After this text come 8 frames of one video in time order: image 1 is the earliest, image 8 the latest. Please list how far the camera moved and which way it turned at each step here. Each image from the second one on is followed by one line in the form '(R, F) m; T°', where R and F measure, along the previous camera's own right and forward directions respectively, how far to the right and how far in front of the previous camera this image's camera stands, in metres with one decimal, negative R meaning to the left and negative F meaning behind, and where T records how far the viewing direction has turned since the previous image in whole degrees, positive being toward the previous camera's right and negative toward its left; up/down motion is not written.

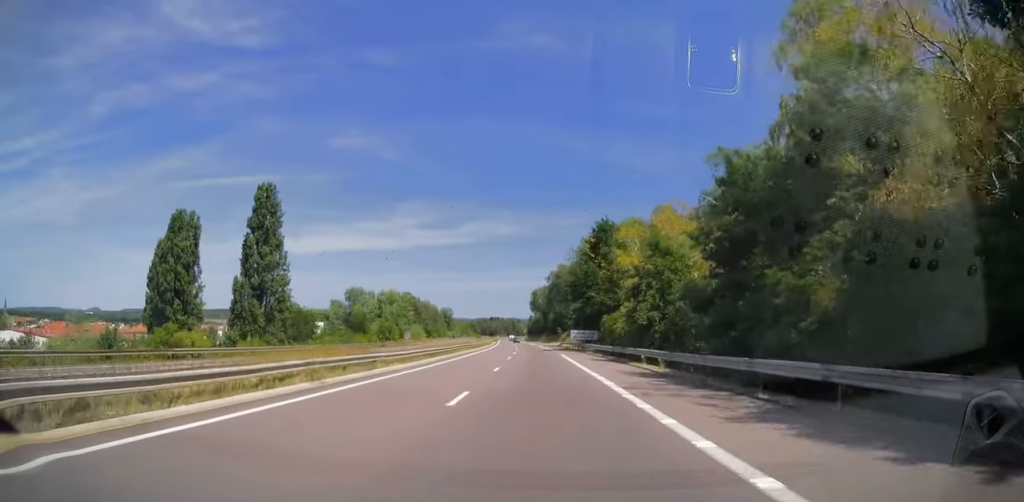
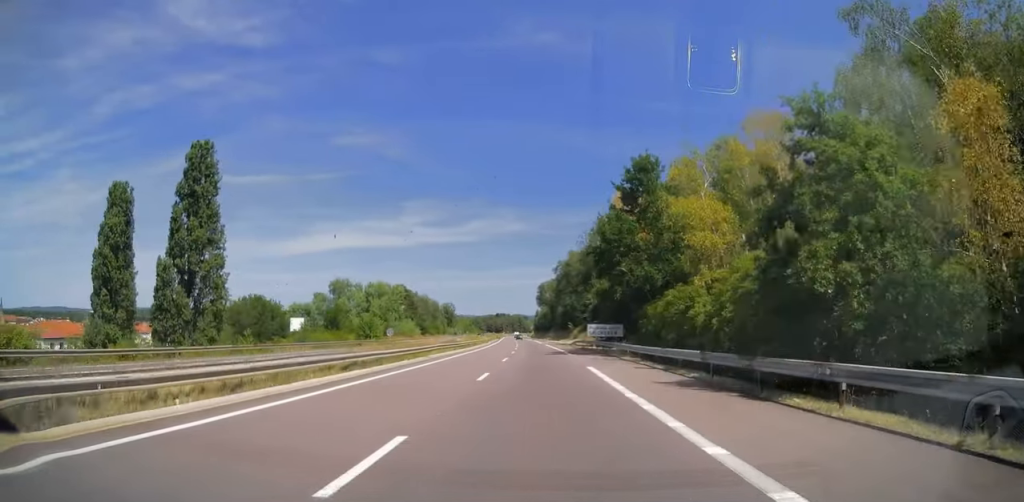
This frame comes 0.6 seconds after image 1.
(0.0, +20.1) m; -1°
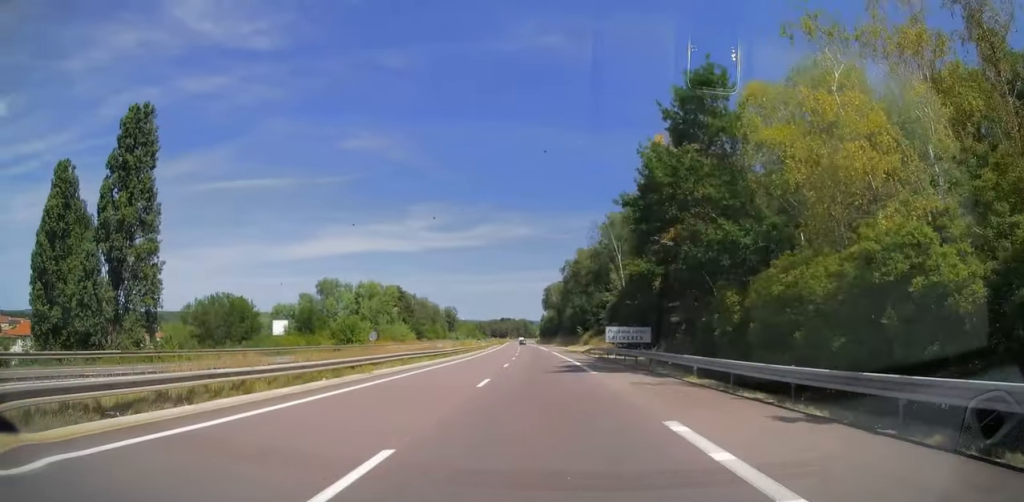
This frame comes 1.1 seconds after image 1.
(-0.1, +13.9) m; -1°
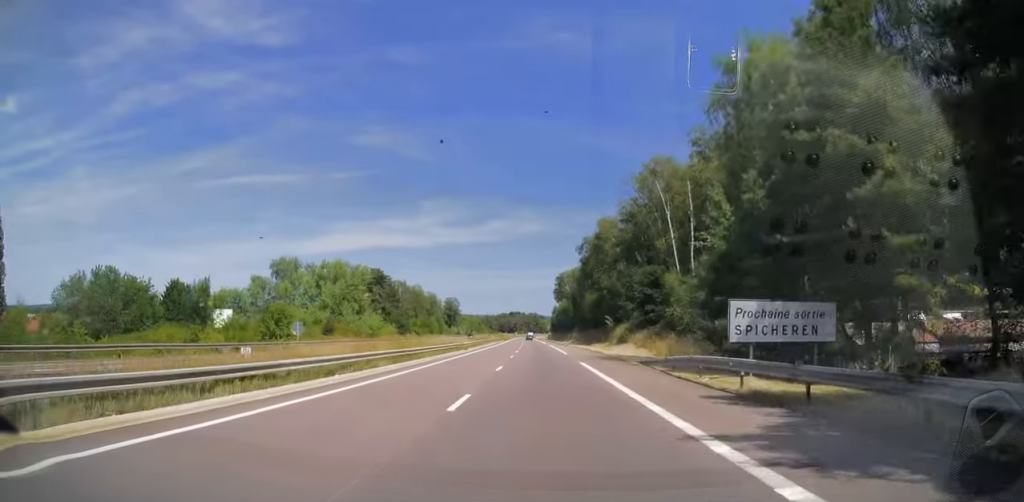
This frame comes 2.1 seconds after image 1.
(-0.5, +32.5) m; -2°
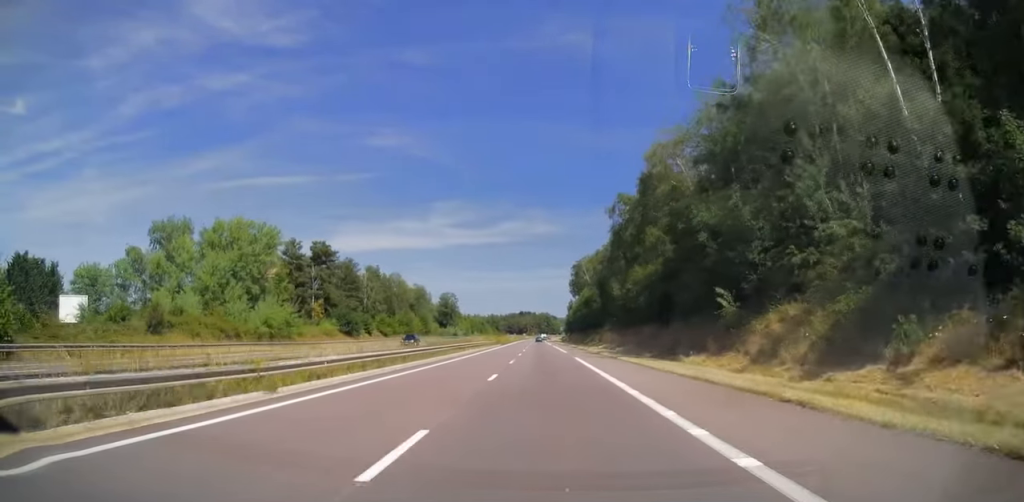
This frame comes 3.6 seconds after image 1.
(-0.4, +45.0) m; -1°
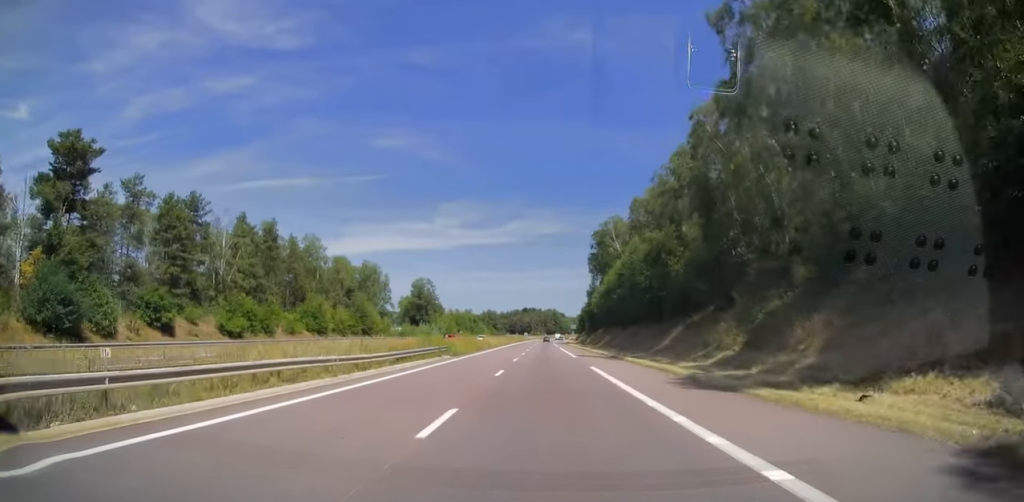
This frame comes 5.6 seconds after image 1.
(-0.4, +63.0) m; -1°
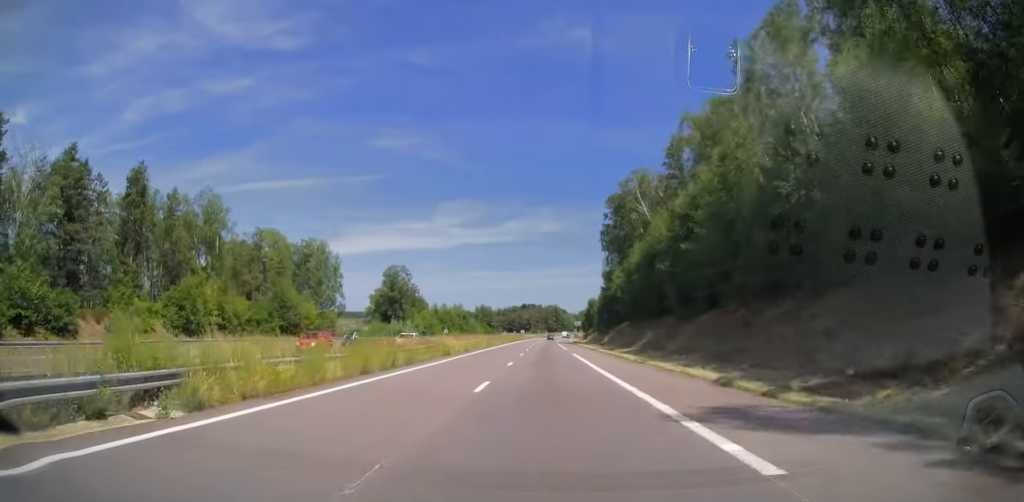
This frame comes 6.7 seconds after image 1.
(-0.3, +33.5) m; -1°
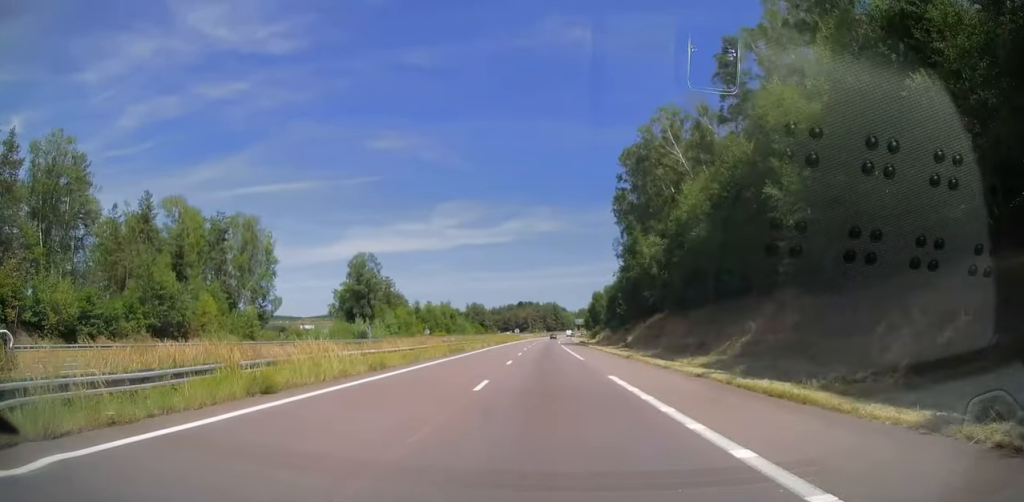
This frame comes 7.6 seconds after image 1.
(-0.1, +26.0) m; 0°
